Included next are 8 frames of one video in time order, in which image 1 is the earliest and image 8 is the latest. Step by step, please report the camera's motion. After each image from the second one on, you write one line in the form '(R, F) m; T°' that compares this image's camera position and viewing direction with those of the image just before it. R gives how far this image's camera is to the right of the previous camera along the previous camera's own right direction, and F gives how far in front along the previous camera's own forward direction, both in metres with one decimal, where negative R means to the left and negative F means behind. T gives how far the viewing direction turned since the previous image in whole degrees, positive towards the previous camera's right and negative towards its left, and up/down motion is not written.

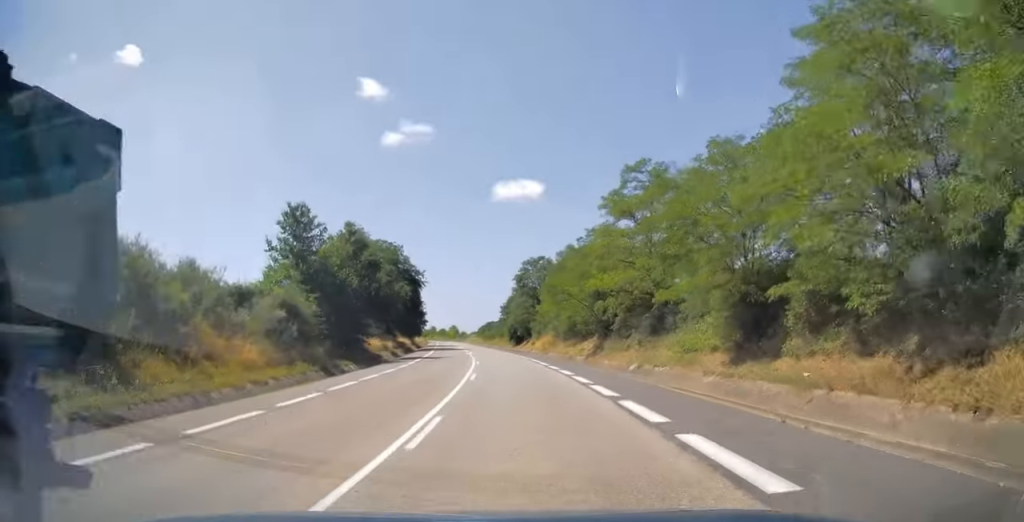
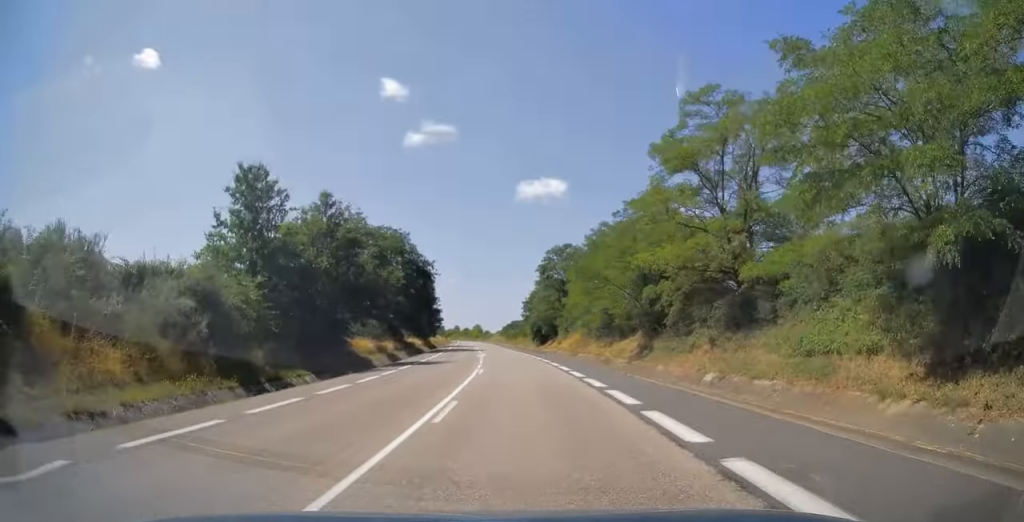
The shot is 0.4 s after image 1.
(-0.3, +11.2) m; -3°
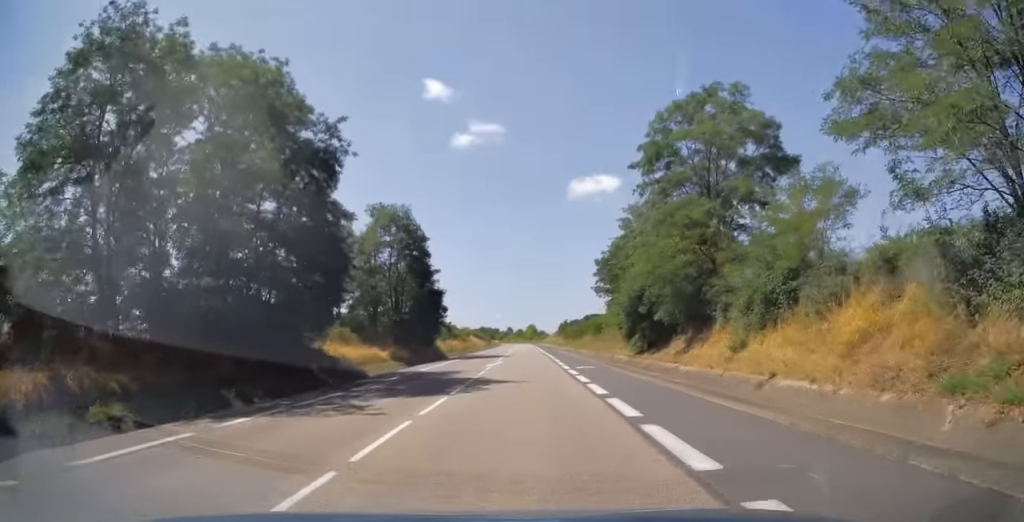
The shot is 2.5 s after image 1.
(-4.4, +59.7) m; -7°
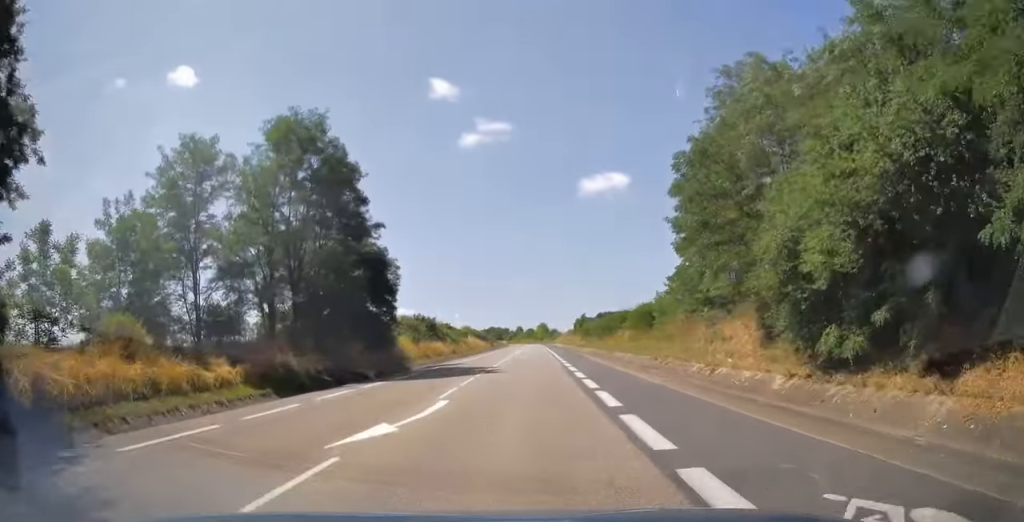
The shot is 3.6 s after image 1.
(-0.4, +29.5) m; -1°
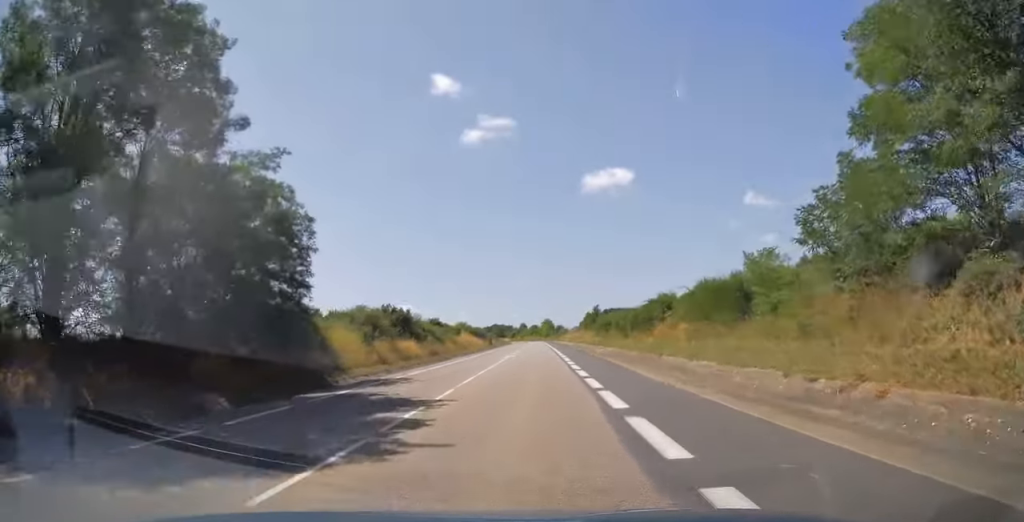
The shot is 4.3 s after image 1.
(-0.1, +20.0) m; 0°
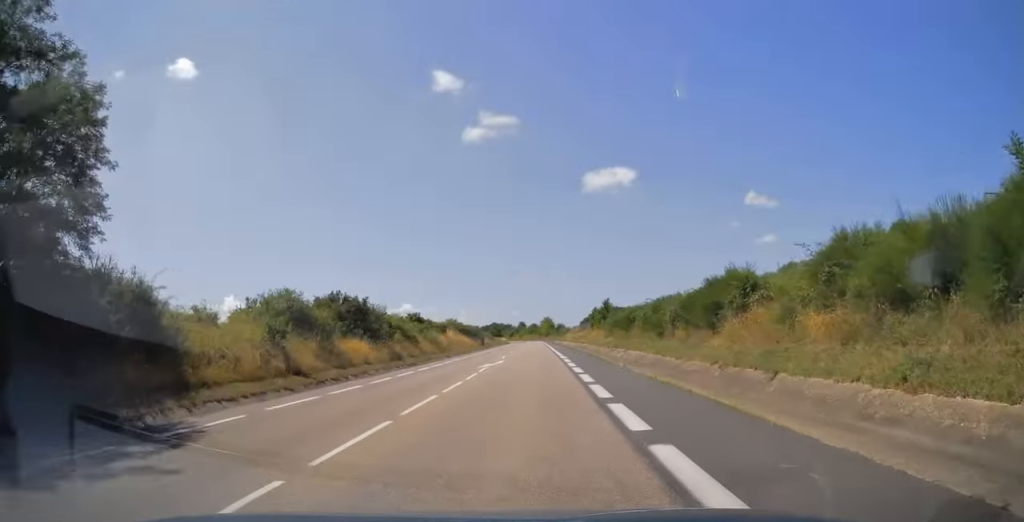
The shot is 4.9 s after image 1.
(0.0, +16.9) m; 0°
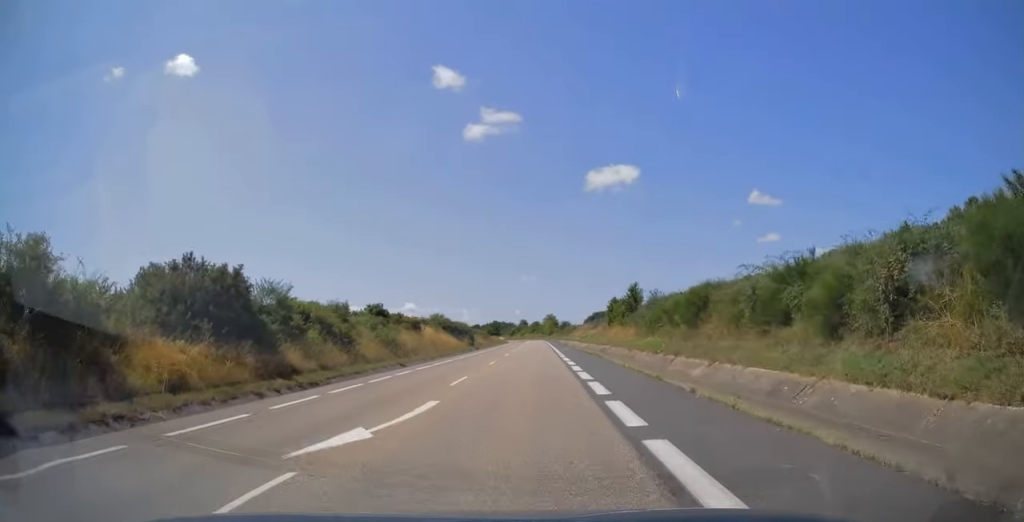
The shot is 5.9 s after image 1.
(-0.1, +23.0) m; 0°
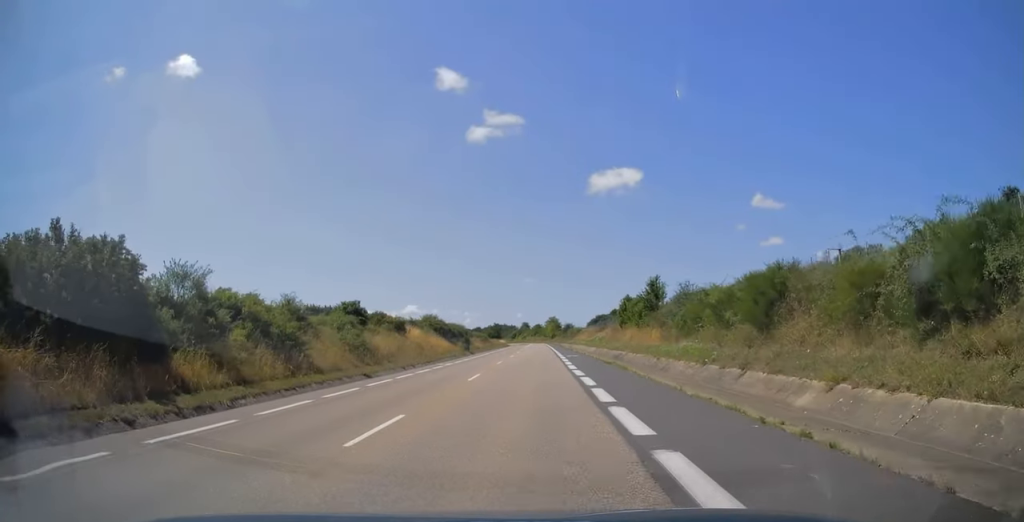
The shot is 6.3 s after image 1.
(0.0, +9.8) m; 0°
